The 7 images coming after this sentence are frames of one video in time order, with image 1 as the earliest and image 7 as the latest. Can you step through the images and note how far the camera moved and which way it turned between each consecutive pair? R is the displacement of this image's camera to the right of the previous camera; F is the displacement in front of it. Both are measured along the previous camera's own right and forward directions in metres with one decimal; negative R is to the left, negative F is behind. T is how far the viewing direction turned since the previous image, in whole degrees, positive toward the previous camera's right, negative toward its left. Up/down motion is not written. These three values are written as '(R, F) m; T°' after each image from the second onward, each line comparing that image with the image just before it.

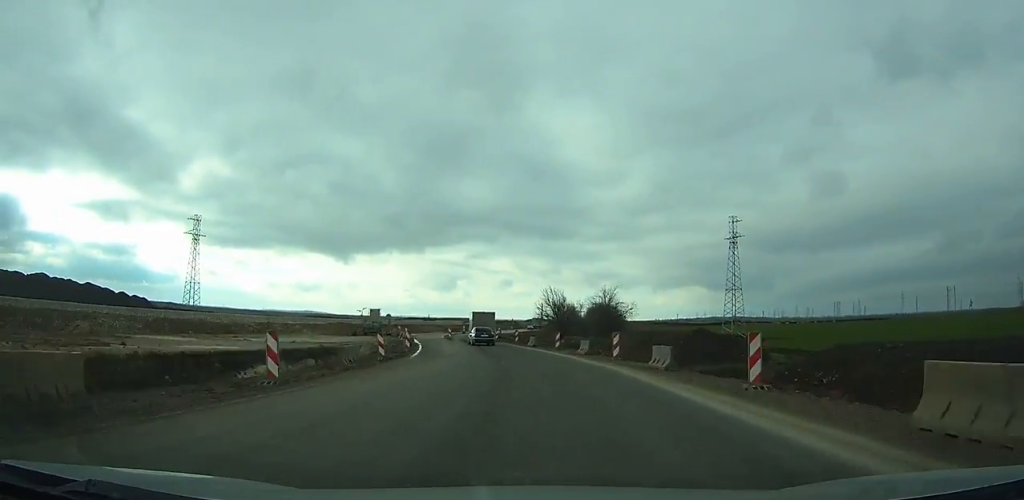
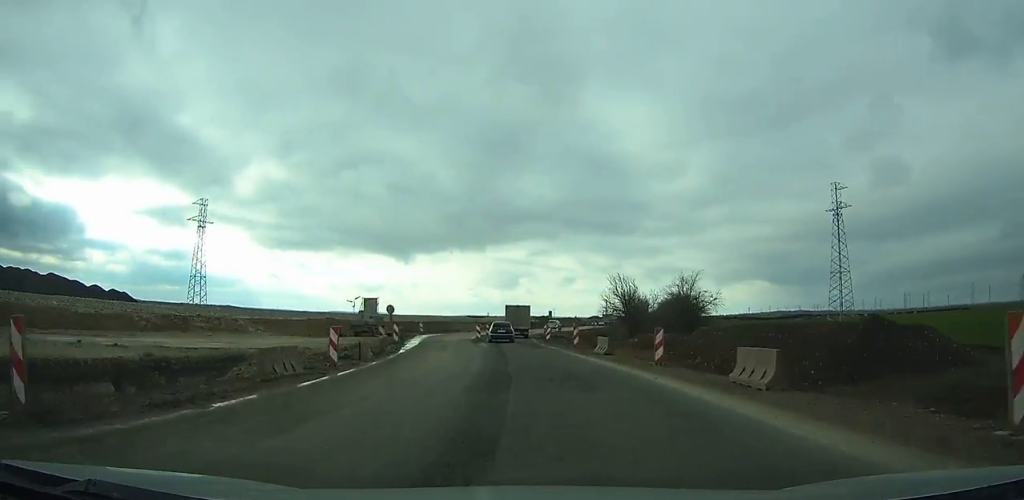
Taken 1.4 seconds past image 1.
(-1.1, +18.2) m; -4°
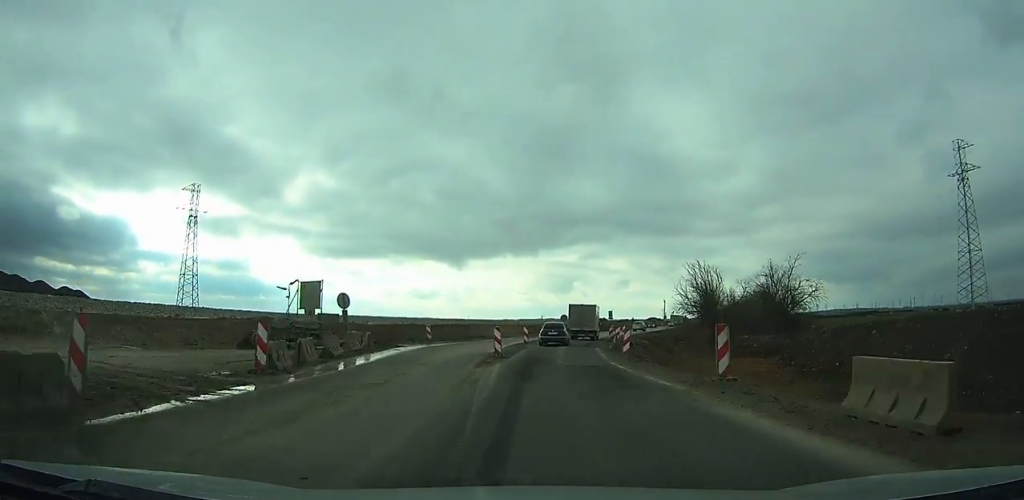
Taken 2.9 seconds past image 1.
(-0.7, +17.9) m; -2°
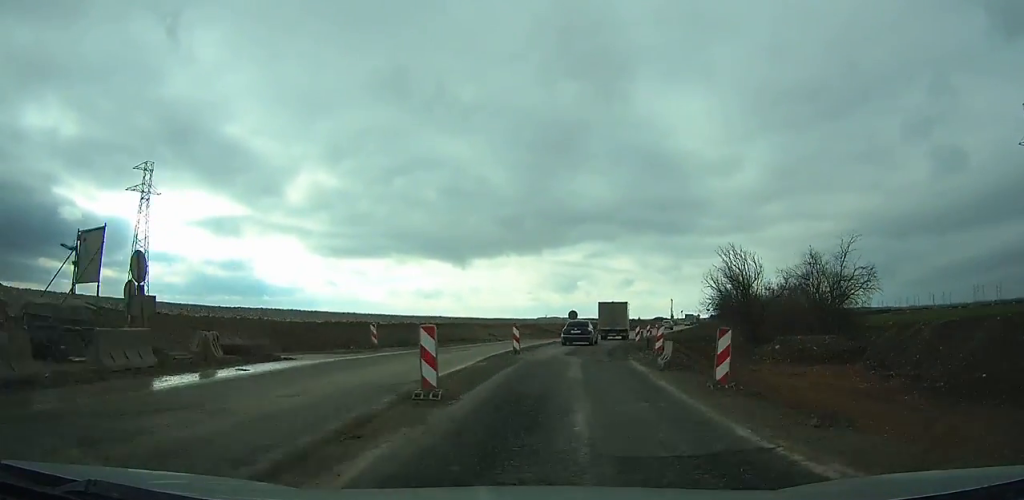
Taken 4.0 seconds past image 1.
(-0.5, +13.1) m; 0°
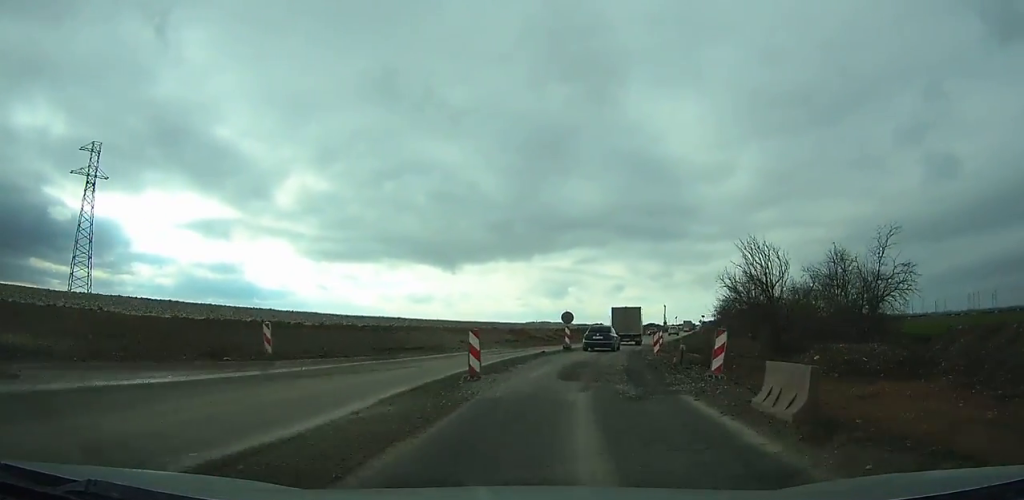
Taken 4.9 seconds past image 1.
(+0.2, +10.0) m; +2°
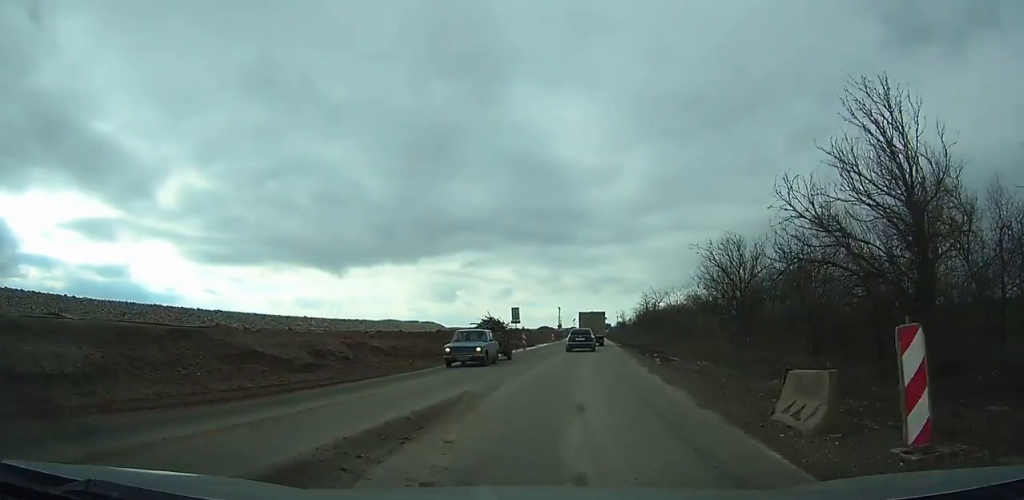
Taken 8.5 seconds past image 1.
(+3.2, +38.3) m; +10°
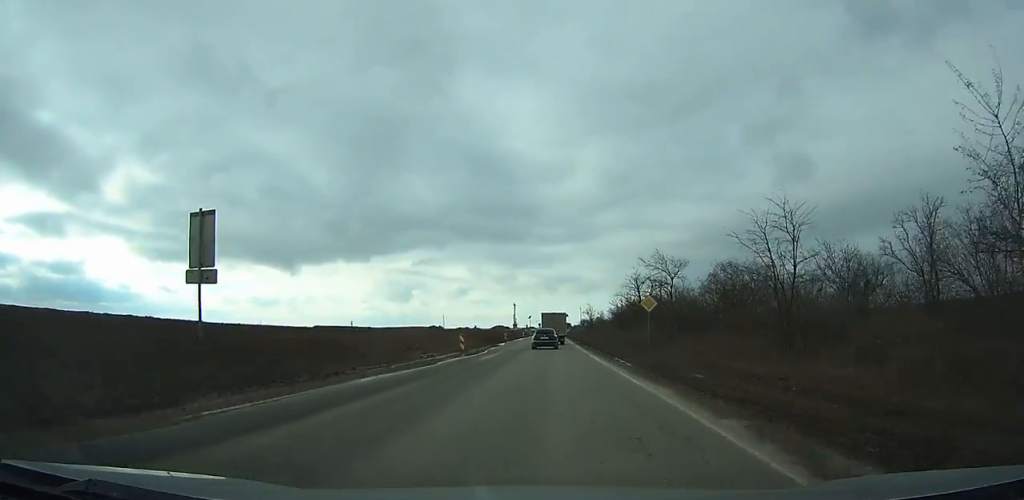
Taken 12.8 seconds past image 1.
(+2.4, +50.7) m; +3°
